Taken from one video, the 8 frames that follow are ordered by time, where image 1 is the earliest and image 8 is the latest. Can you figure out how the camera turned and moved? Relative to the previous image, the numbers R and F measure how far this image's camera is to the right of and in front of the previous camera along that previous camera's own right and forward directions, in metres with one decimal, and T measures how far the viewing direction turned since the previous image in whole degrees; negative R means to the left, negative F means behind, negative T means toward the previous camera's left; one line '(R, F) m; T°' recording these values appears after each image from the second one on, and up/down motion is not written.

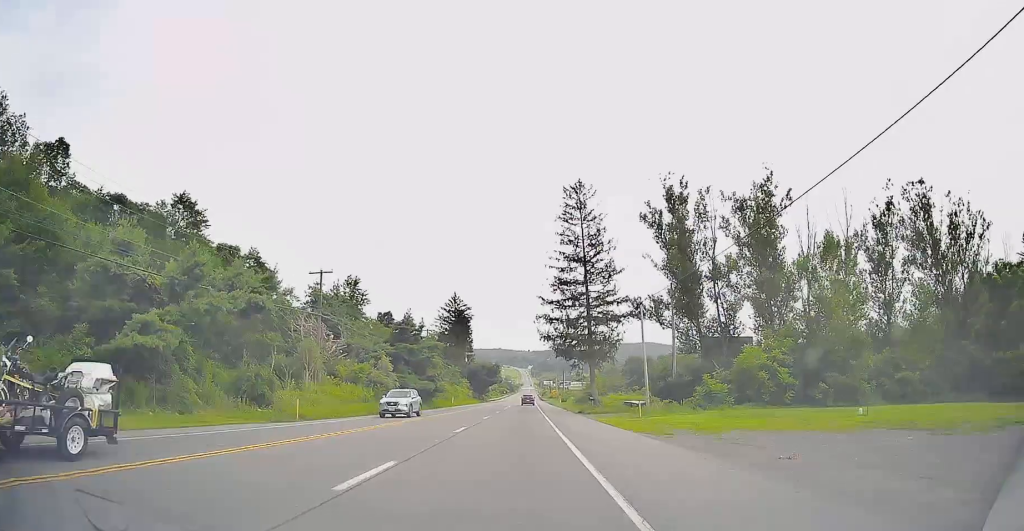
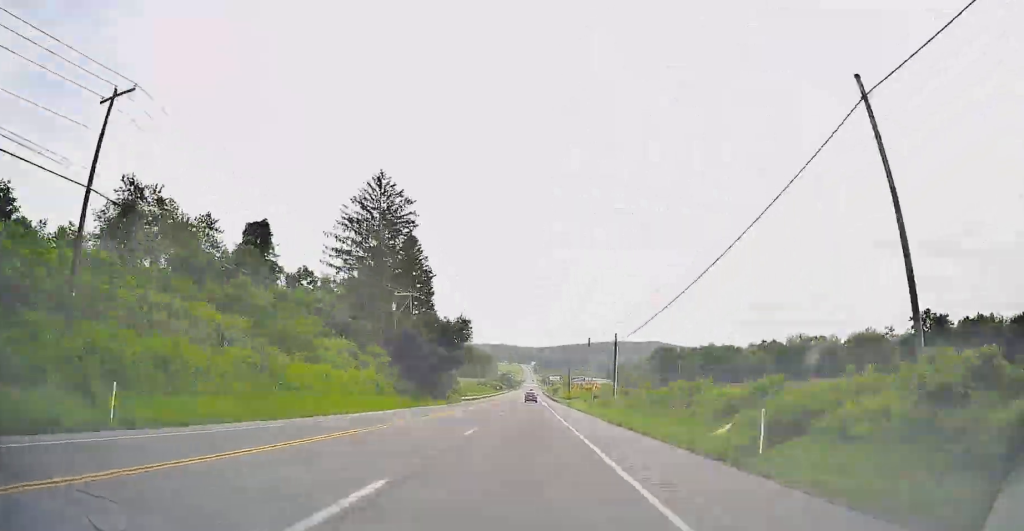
(-4.7, +78.0) m; -3°
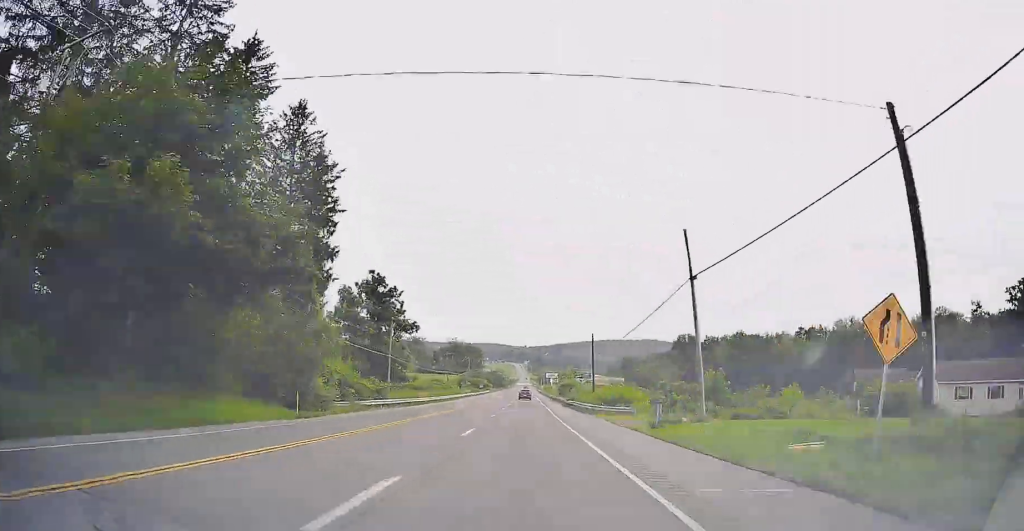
(-0.9, +49.1) m; 0°
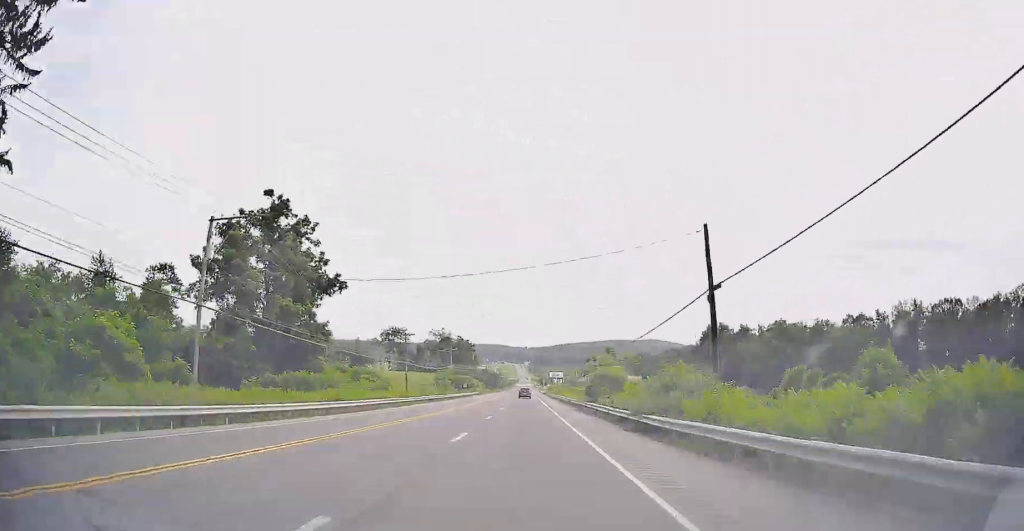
(+1.3, +41.1) m; +1°
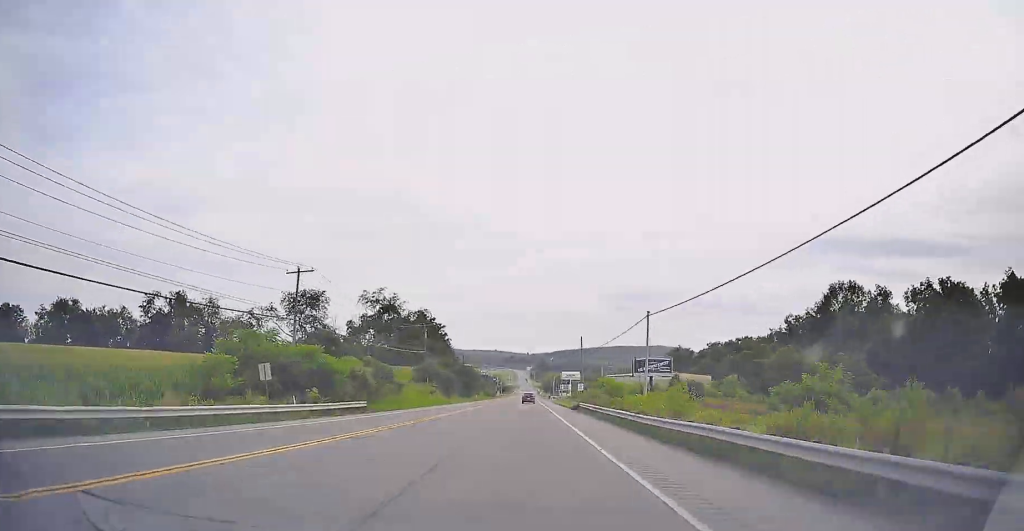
(+1.3, +86.4) m; +1°
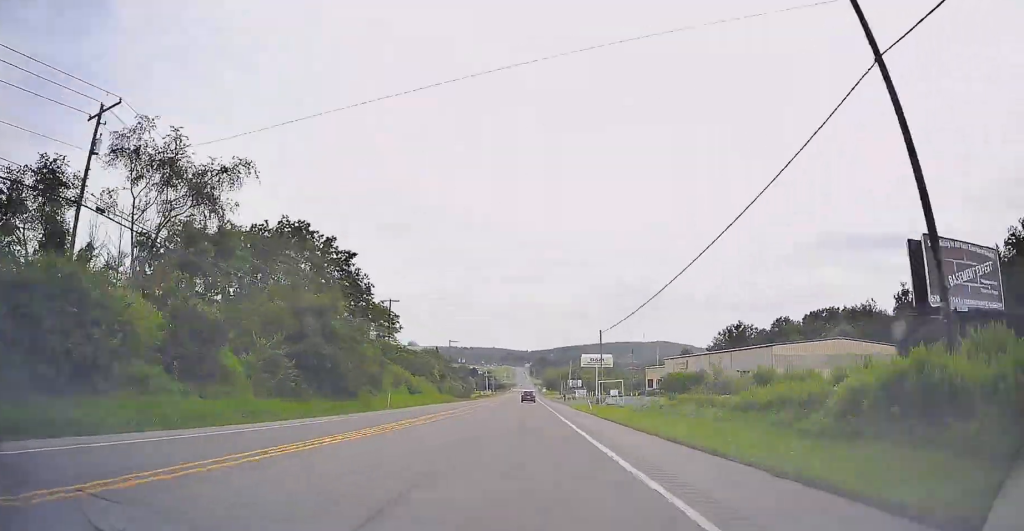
(+0.2, +74.6) m; 0°
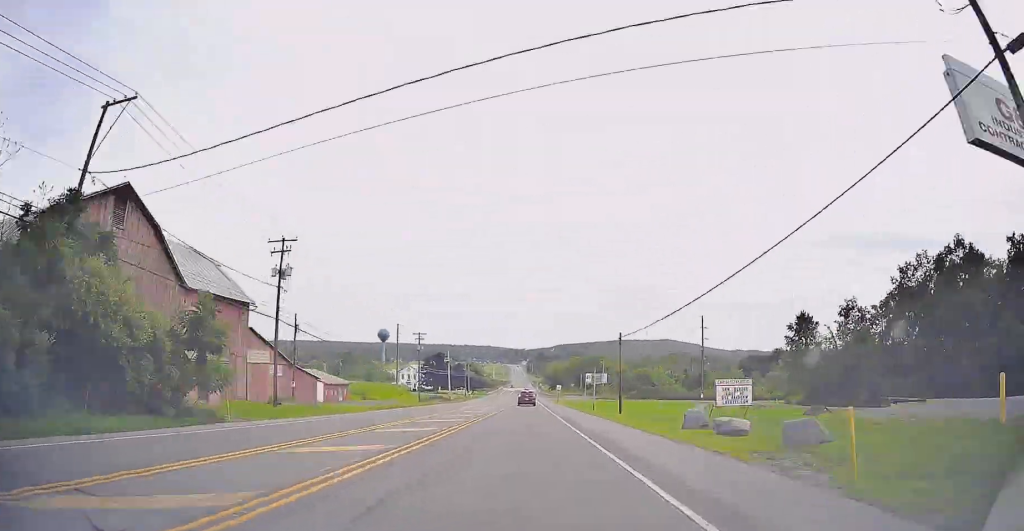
(+0.4, +102.3) m; 0°
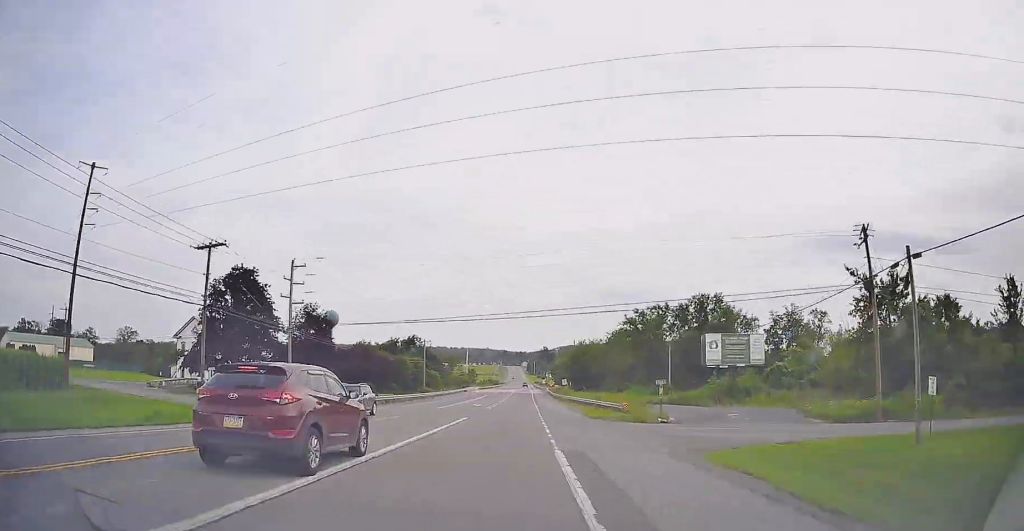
(+0.1, +136.0) m; 0°
